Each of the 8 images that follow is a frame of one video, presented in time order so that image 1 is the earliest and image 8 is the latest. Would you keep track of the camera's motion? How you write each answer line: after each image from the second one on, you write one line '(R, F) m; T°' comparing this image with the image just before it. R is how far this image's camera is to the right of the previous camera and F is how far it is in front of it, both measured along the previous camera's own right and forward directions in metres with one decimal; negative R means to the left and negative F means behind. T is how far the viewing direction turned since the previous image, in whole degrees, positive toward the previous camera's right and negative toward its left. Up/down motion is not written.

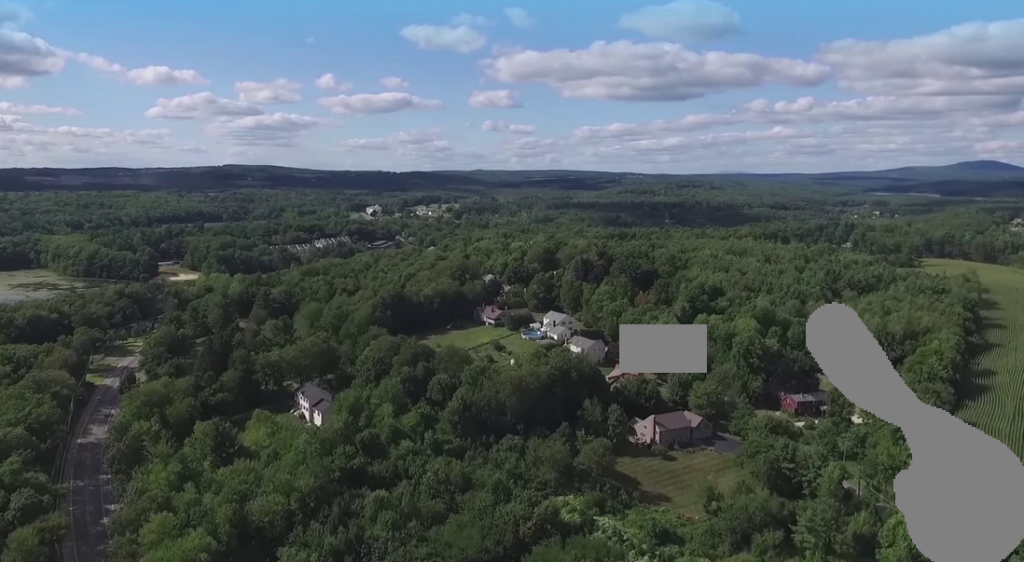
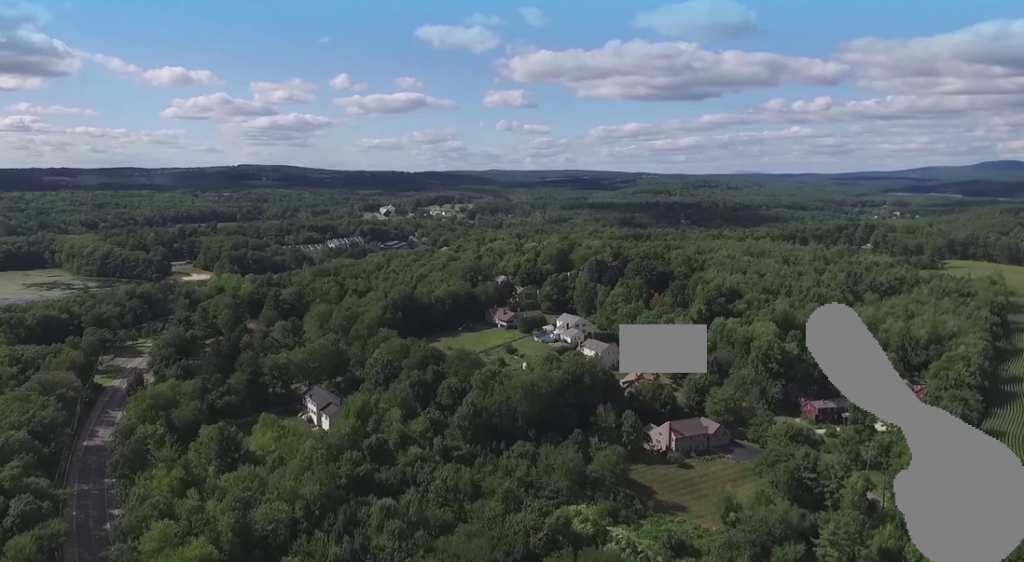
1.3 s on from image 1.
(-0.1, +5.0) m; -1°
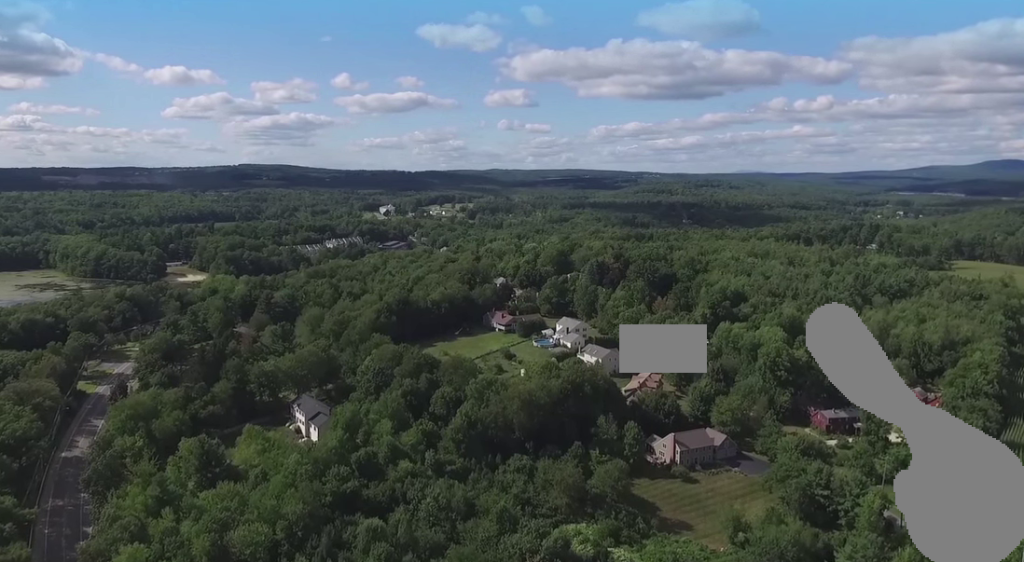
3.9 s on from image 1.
(+0.2, +9.9) m; +3°
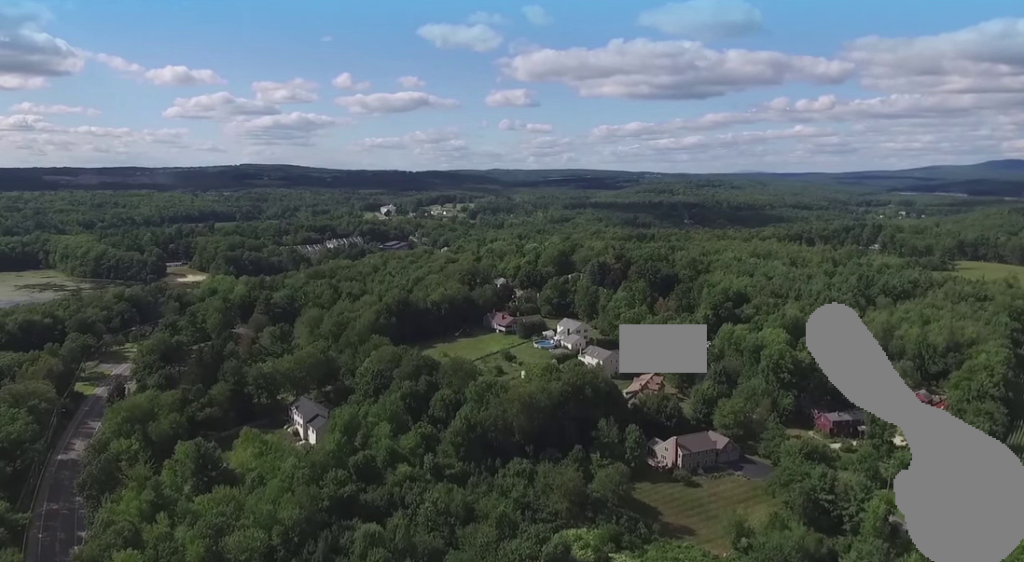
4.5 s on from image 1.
(0.0, +2.4) m; +1°
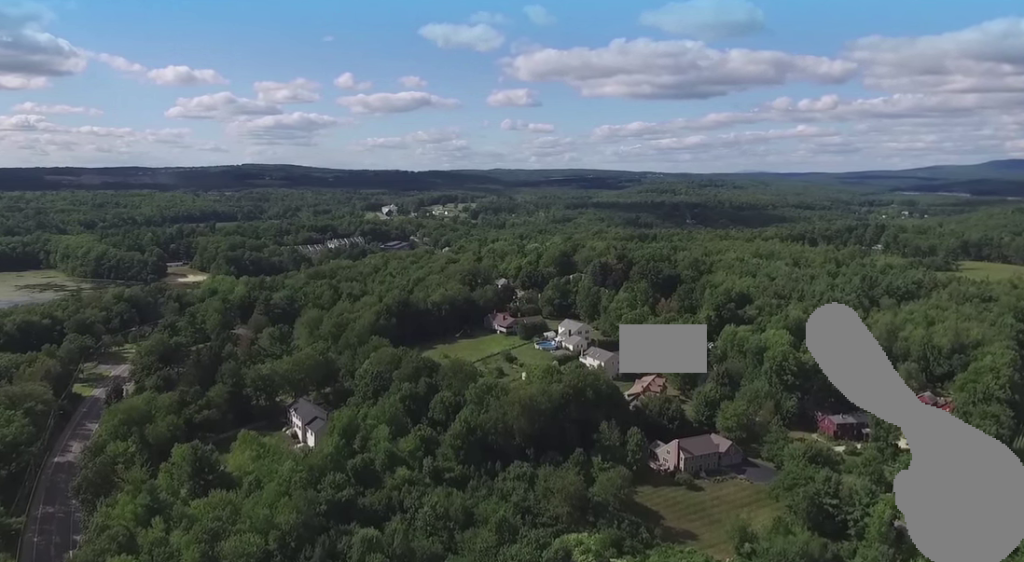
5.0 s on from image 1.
(0.0, +2.1) m; 0°
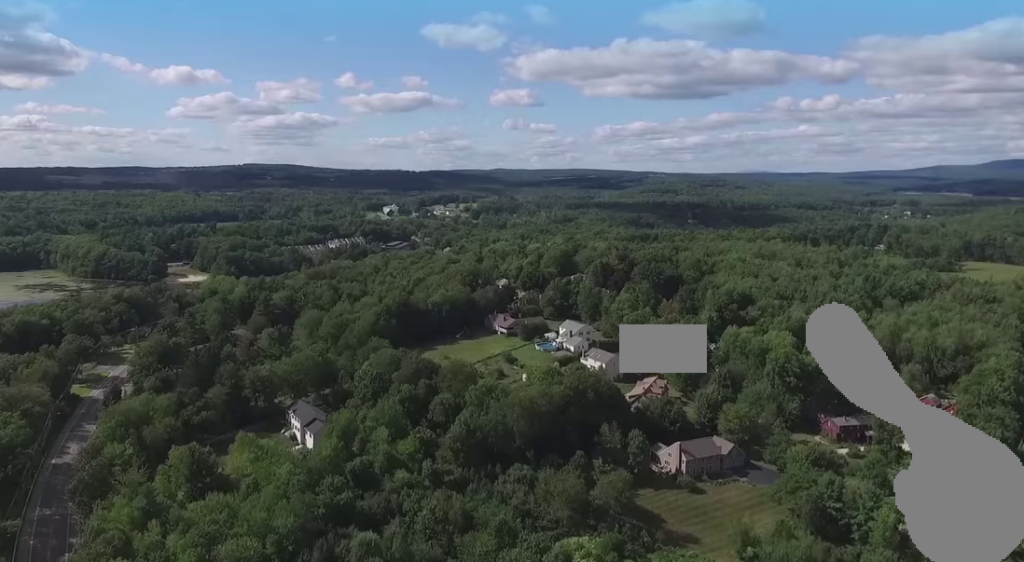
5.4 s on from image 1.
(0.0, +1.5) m; 0°
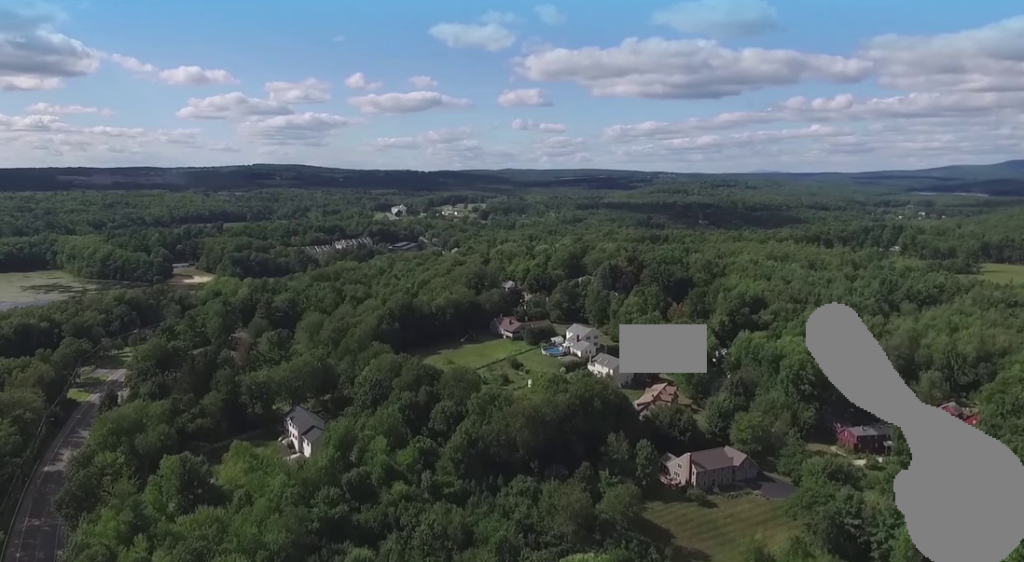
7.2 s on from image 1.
(-0.1, +6.6) m; -3°
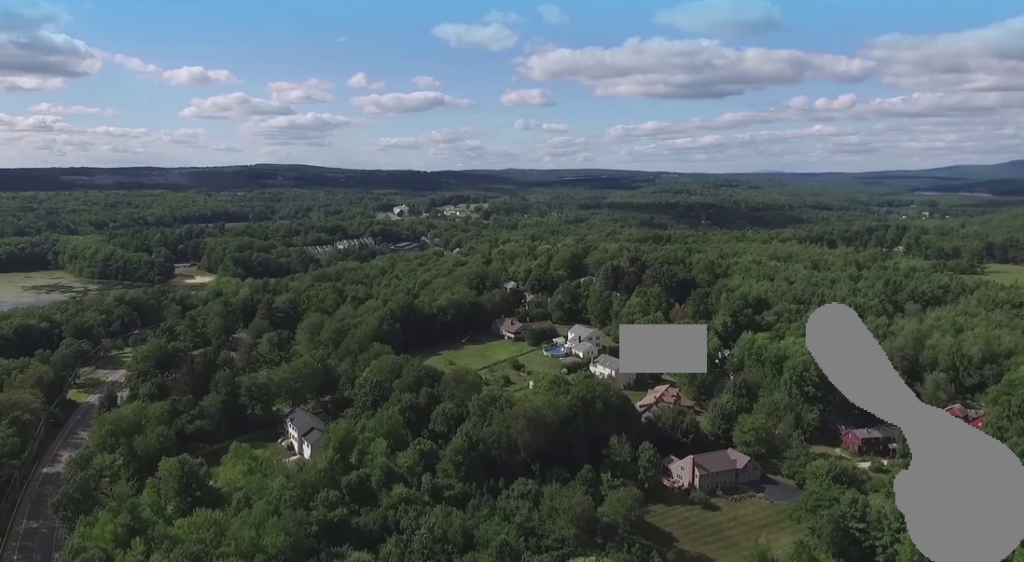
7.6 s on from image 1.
(0.0, +1.5) m; -1°
